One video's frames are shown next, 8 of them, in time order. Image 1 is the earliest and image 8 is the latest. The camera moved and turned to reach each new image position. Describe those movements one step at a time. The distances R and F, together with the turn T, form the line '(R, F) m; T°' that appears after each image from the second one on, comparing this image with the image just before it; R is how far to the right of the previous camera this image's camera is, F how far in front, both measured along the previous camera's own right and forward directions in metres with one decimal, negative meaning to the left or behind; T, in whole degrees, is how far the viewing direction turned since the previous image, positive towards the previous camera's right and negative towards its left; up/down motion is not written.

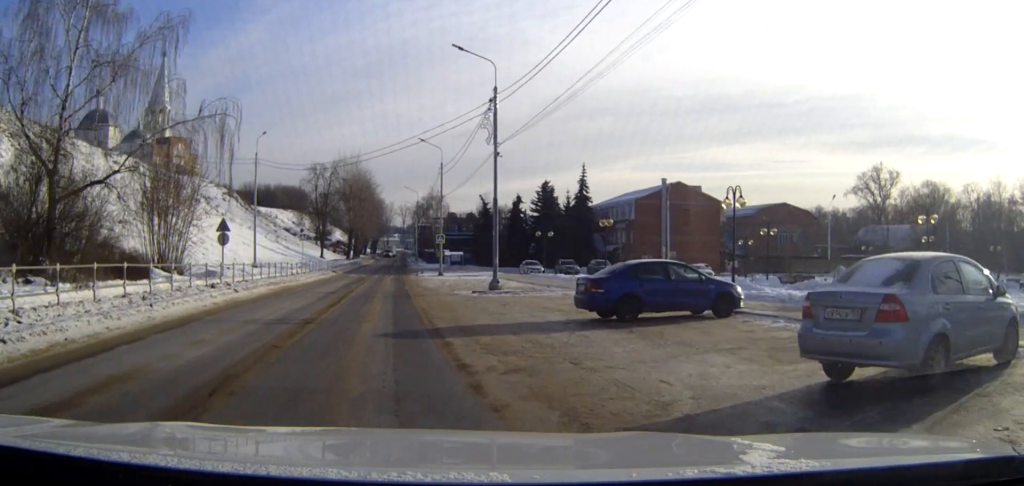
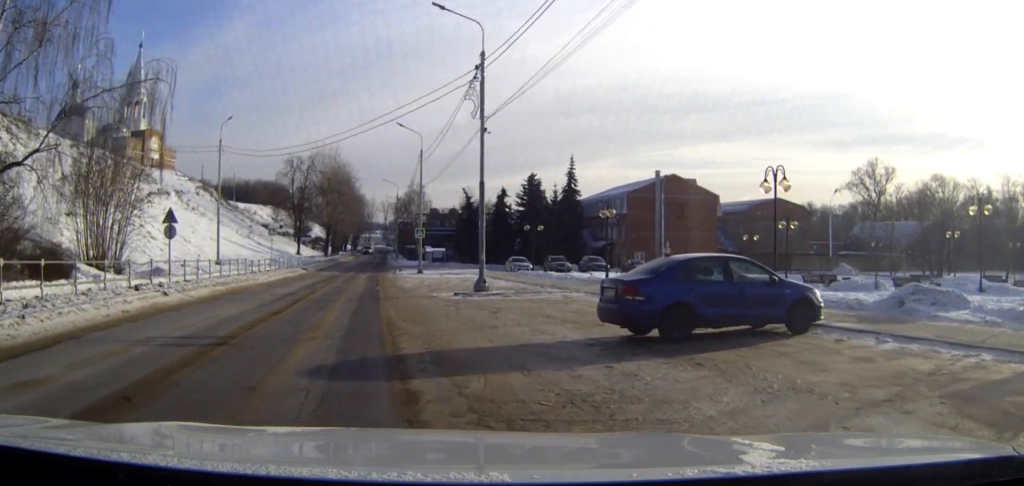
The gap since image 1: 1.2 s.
(+0.2, +5.5) m; +3°
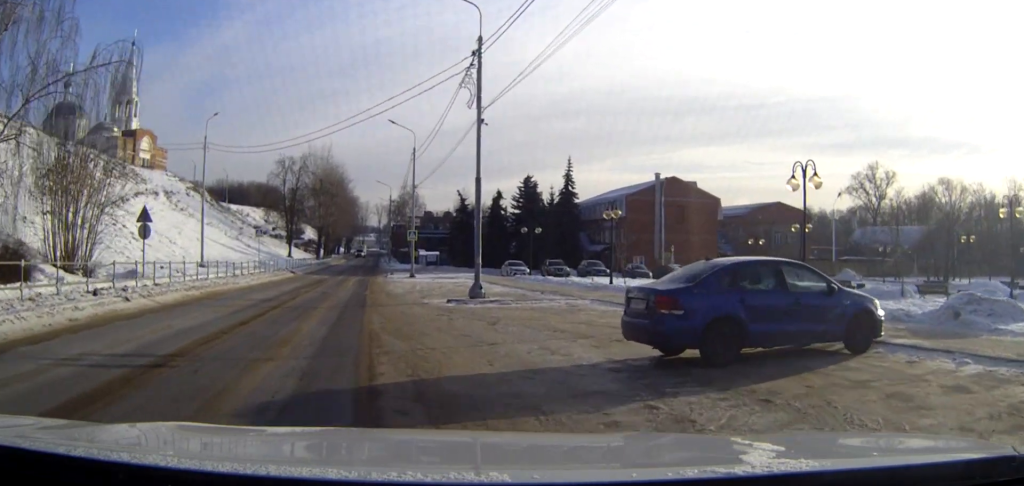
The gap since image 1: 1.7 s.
(0.0, +2.4) m; +1°
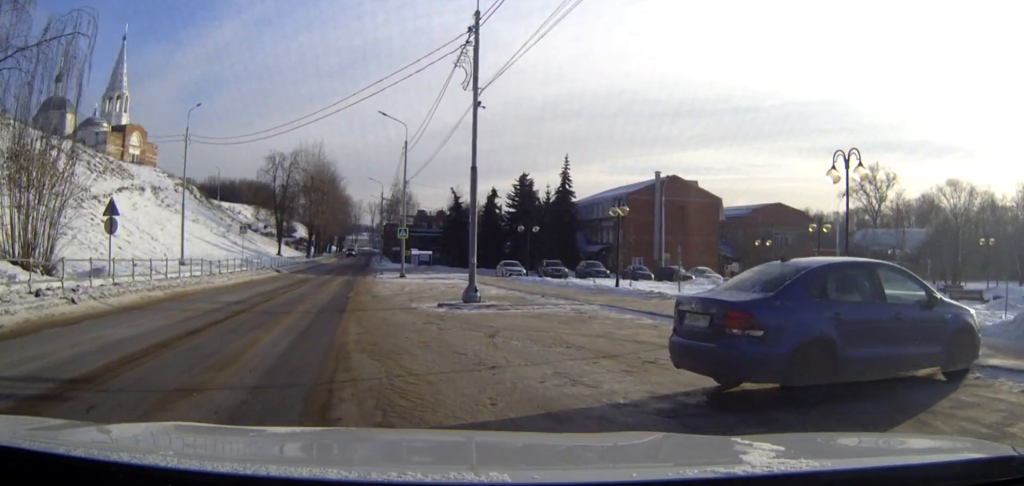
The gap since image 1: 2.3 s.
(0.0, +2.7) m; +1°
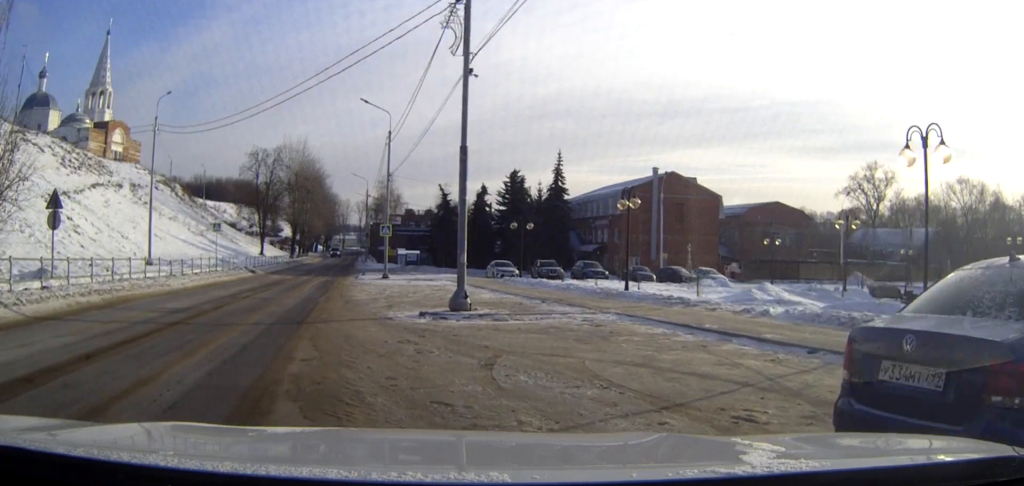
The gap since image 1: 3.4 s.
(0.0, +4.4) m; +2°
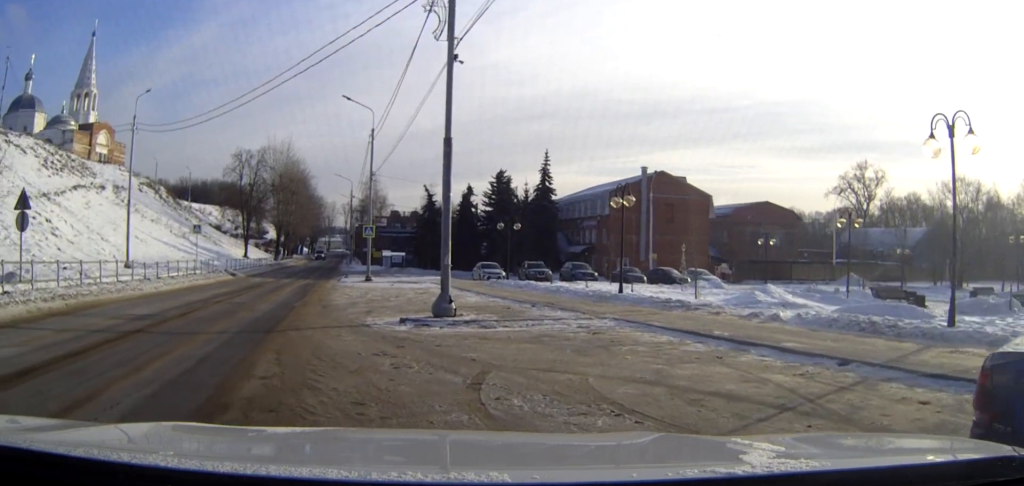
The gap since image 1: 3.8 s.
(0.0, +1.8) m; +1°
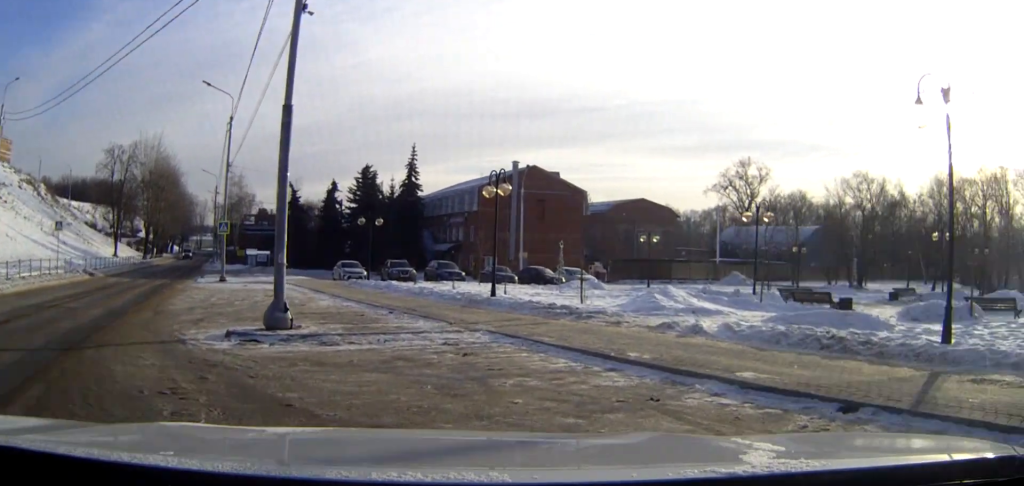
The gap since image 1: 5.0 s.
(+0.3, +4.4) m; +8°
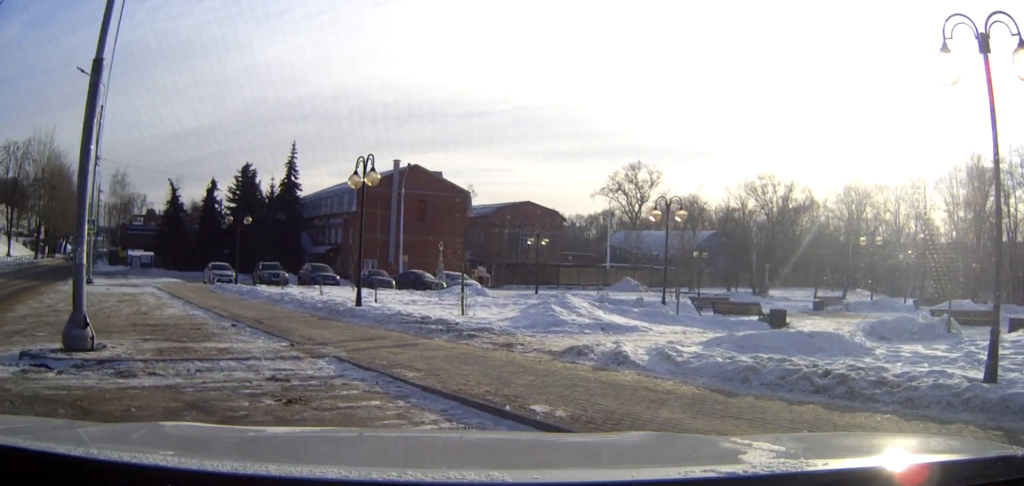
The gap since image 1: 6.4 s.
(+0.4, +3.9) m; +7°
